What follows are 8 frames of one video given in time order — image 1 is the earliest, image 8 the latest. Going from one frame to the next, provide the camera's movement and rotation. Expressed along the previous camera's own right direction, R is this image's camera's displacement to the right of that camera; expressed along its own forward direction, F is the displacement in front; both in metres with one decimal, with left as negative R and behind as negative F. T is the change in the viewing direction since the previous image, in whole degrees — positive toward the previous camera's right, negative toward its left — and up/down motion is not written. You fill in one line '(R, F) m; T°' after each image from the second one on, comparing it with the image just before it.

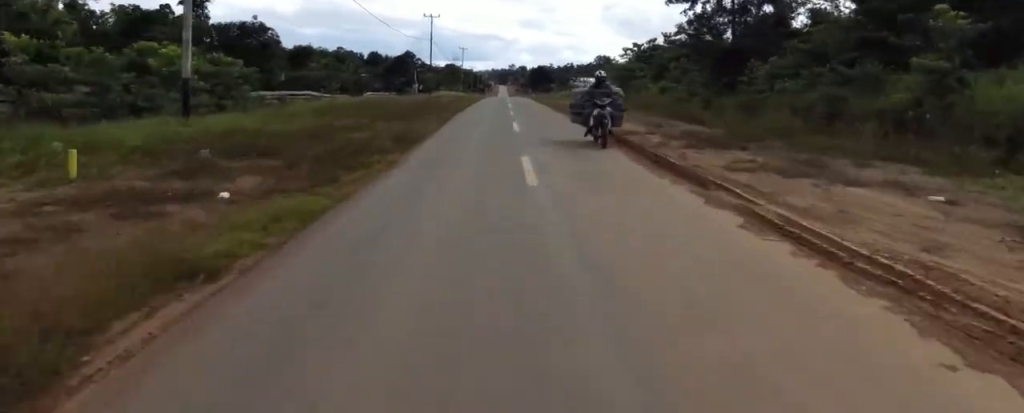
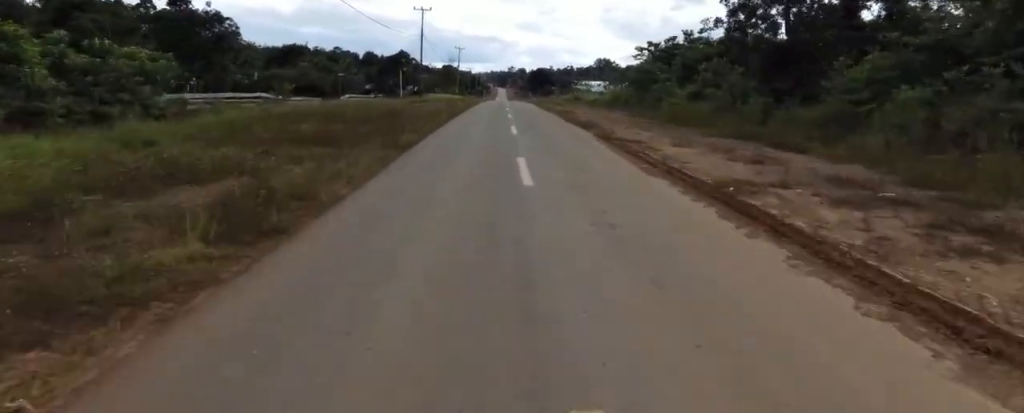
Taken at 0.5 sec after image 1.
(-0.1, +7.6) m; -1°
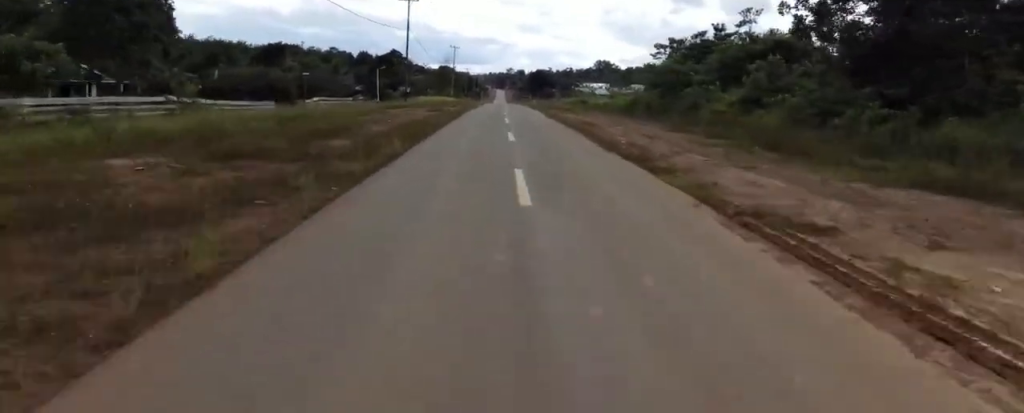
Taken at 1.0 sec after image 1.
(0.0, +8.6) m; +2°
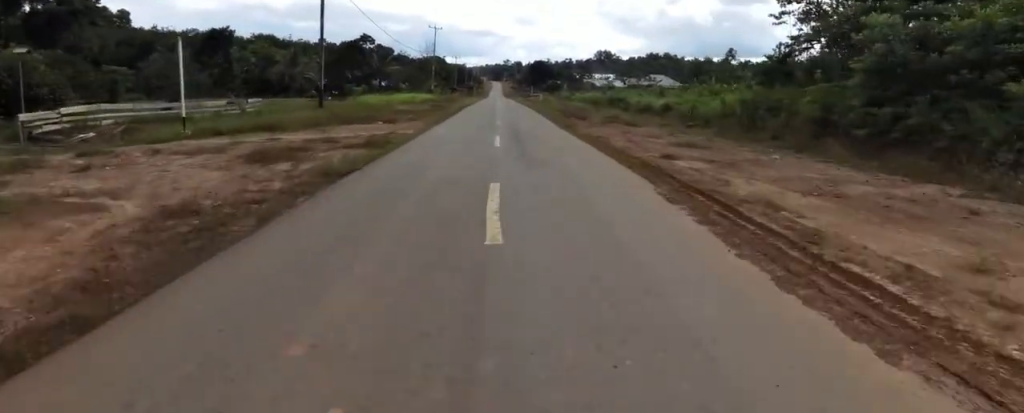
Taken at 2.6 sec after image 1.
(+1.3, +26.4) m; +1°
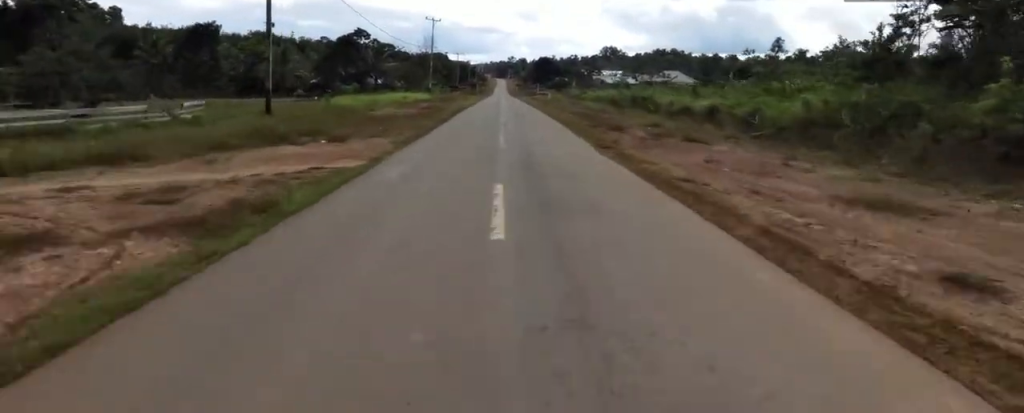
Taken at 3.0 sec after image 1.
(-0.6, +7.8) m; -2°
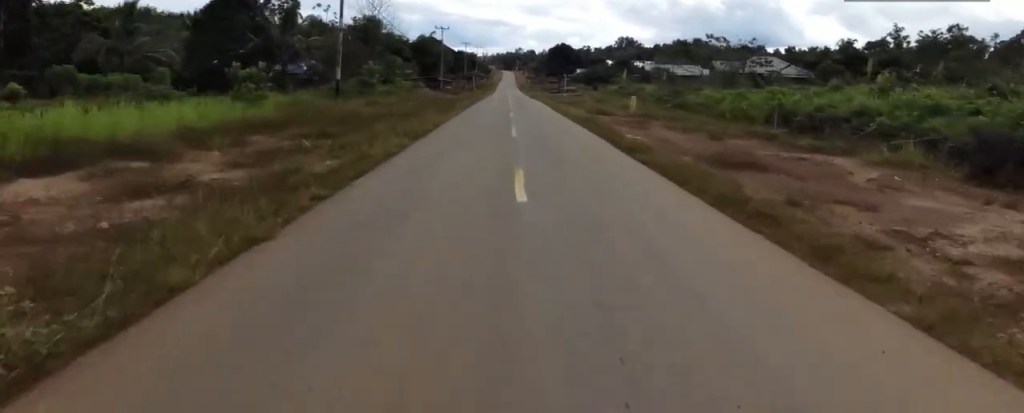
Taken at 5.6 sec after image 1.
(-0.5, +48.2) m; 0°
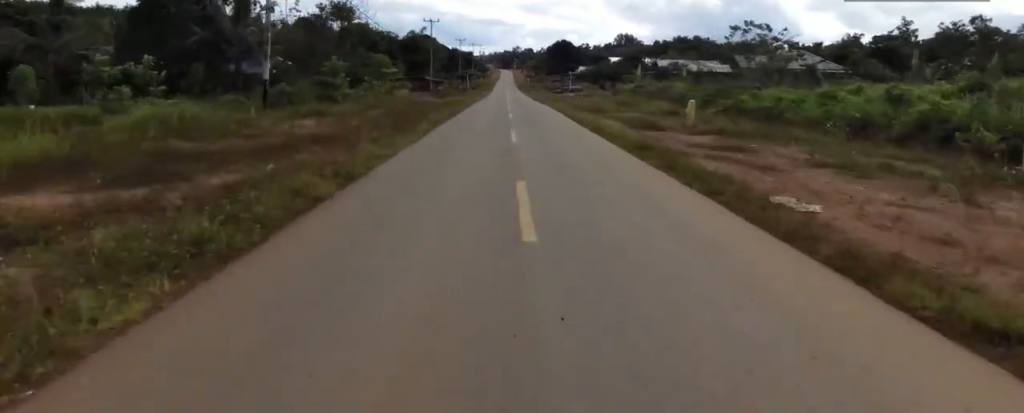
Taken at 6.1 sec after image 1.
(-0.3, +9.1) m; -2°
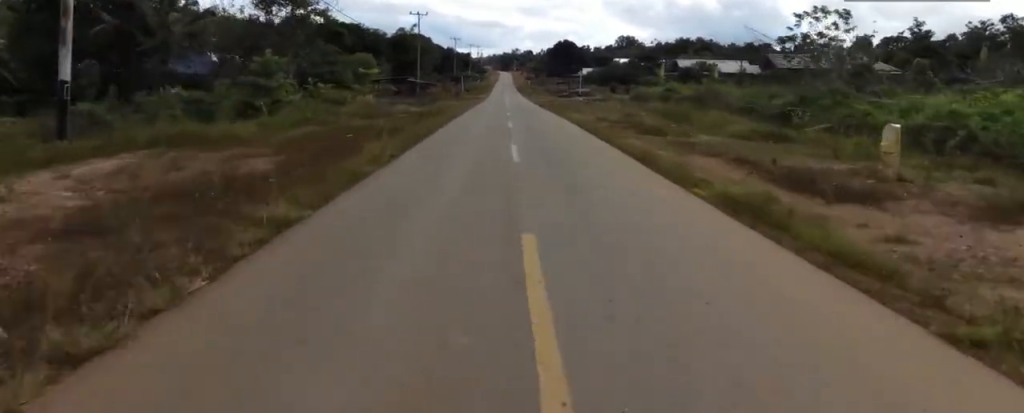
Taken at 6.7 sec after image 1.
(-0.1, +11.1) m; -2°
